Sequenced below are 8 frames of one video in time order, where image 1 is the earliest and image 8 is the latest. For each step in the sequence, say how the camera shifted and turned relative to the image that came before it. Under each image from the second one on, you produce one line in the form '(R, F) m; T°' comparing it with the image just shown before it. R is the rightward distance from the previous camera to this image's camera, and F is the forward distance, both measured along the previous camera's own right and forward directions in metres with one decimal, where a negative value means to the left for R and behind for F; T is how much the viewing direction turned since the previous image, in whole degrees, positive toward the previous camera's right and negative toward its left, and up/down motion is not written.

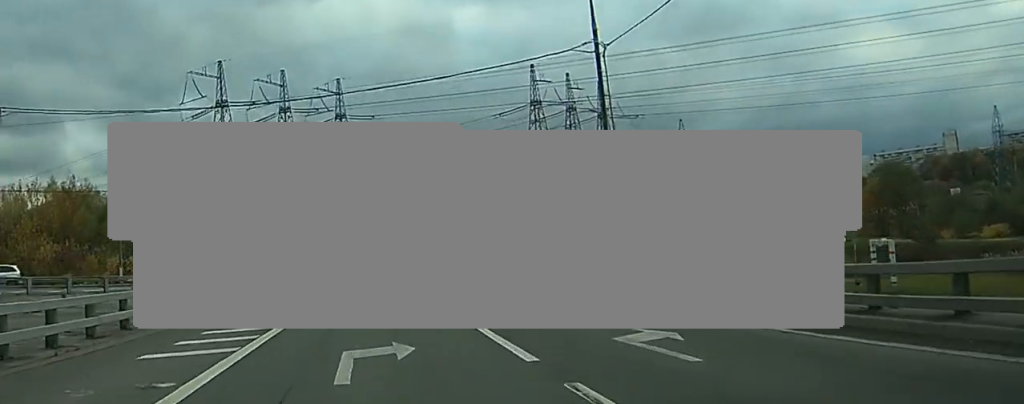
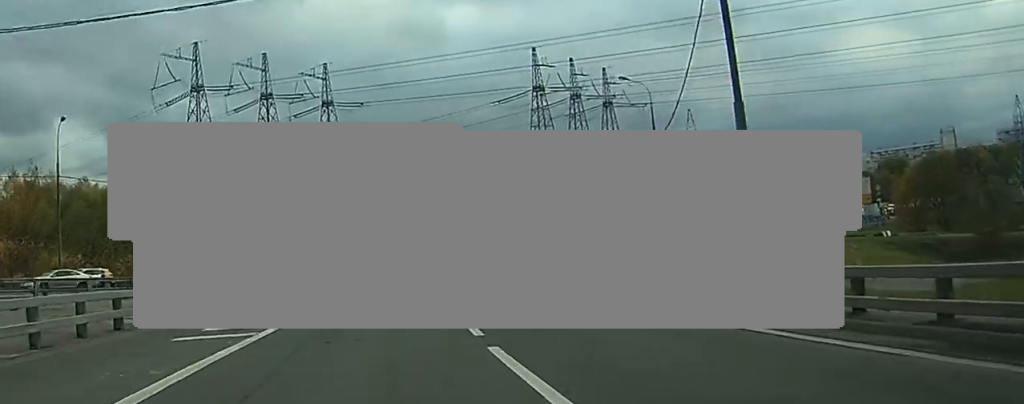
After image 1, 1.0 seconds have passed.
(-1.3, +11.6) m; -7°
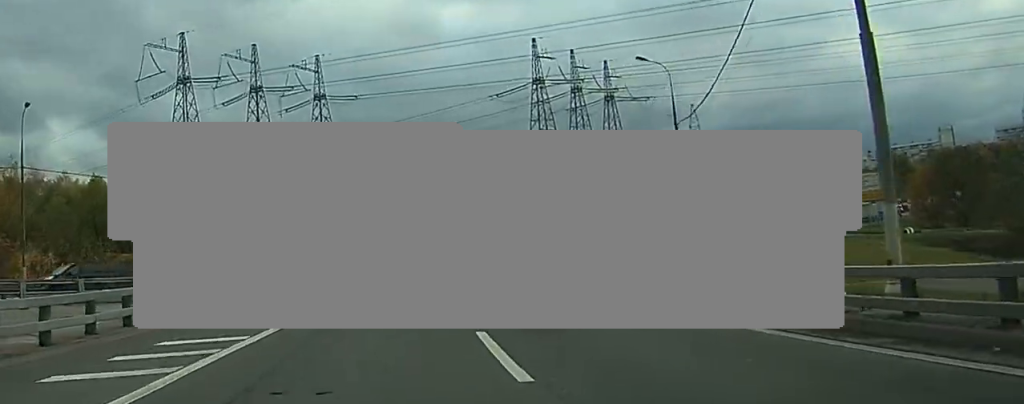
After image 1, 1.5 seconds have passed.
(-0.1, +5.4) m; -2°
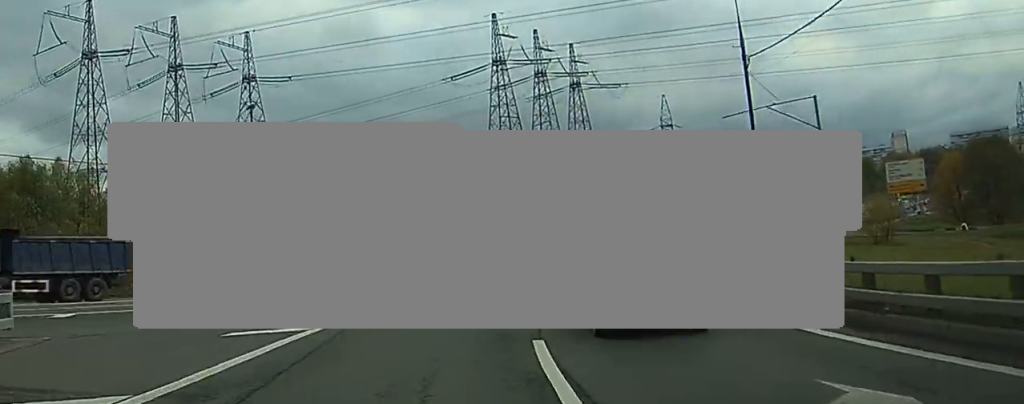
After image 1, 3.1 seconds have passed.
(-1.1, +18.5) m; -6°
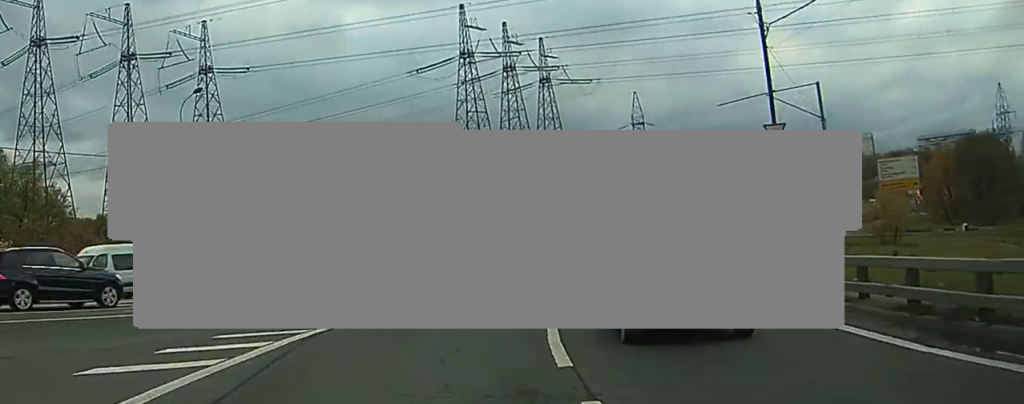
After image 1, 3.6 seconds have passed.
(0.0, +5.6) m; +1°
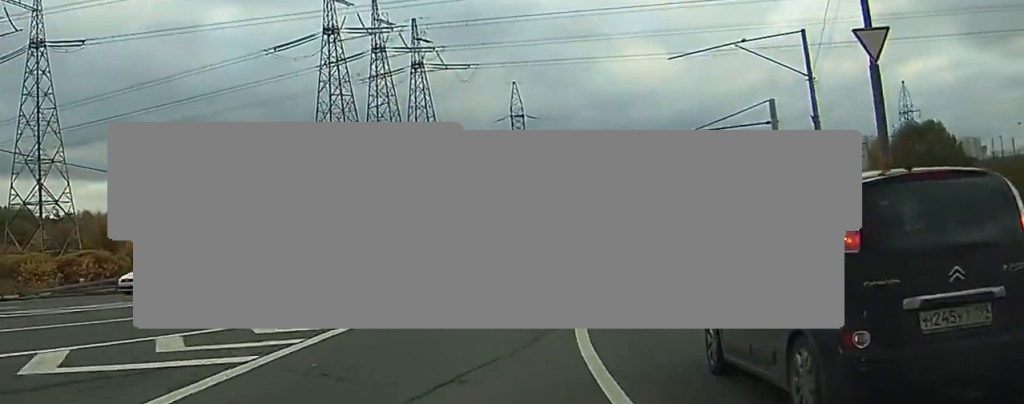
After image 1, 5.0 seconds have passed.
(+0.4, +15.1) m; +4°
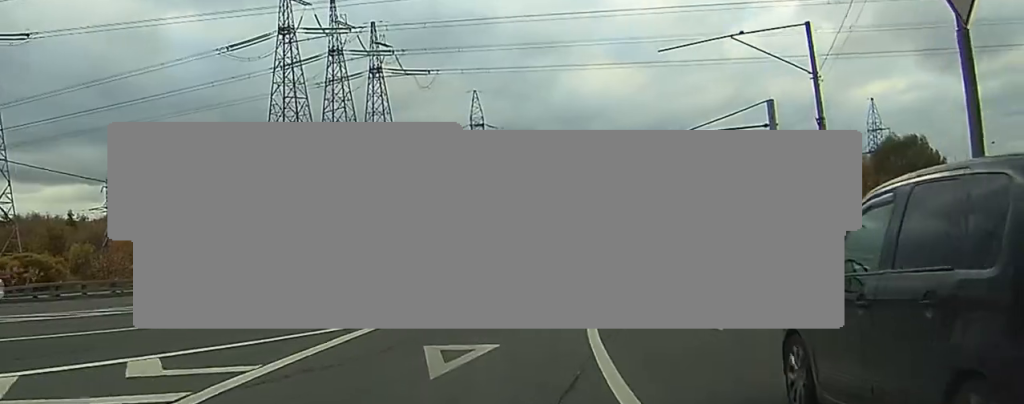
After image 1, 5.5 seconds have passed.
(+0.1, +4.8) m; +2°
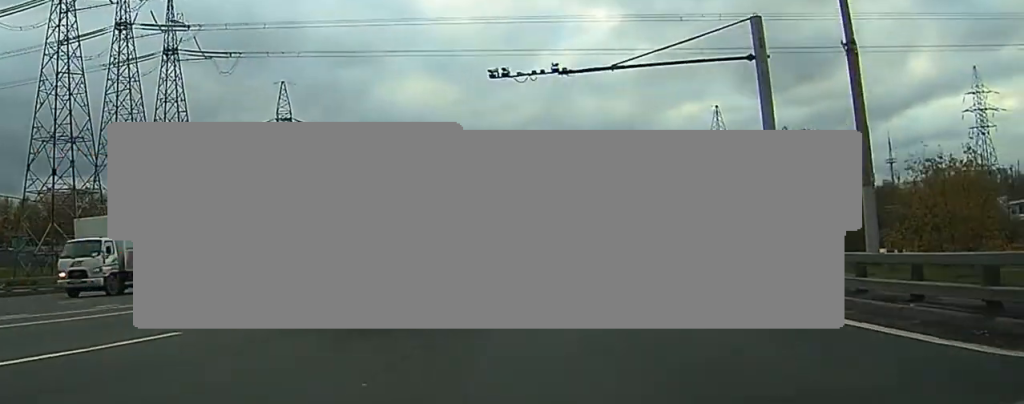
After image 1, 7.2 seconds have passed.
(+1.3, +16.4) m; +15°
